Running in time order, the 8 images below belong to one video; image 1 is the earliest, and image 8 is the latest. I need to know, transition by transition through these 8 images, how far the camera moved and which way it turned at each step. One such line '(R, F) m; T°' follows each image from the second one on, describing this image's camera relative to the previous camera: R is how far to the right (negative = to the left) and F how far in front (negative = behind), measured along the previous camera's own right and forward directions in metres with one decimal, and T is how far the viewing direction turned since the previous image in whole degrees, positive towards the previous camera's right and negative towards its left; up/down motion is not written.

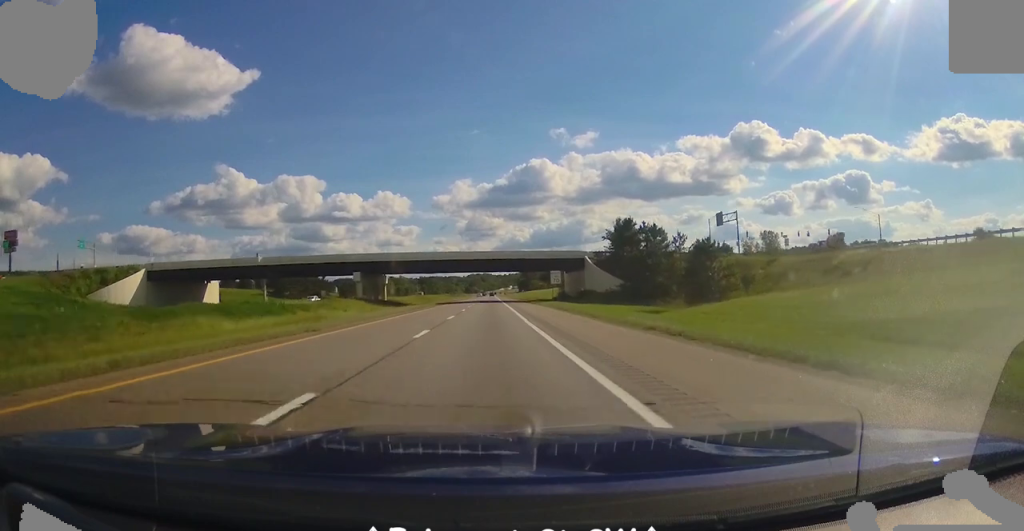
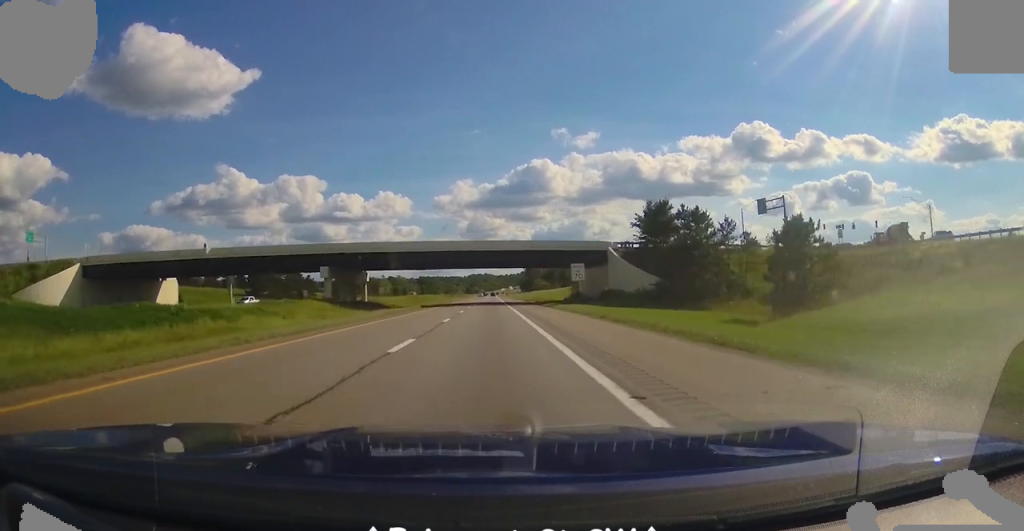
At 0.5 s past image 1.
(0.0, +16.1) m; 0°
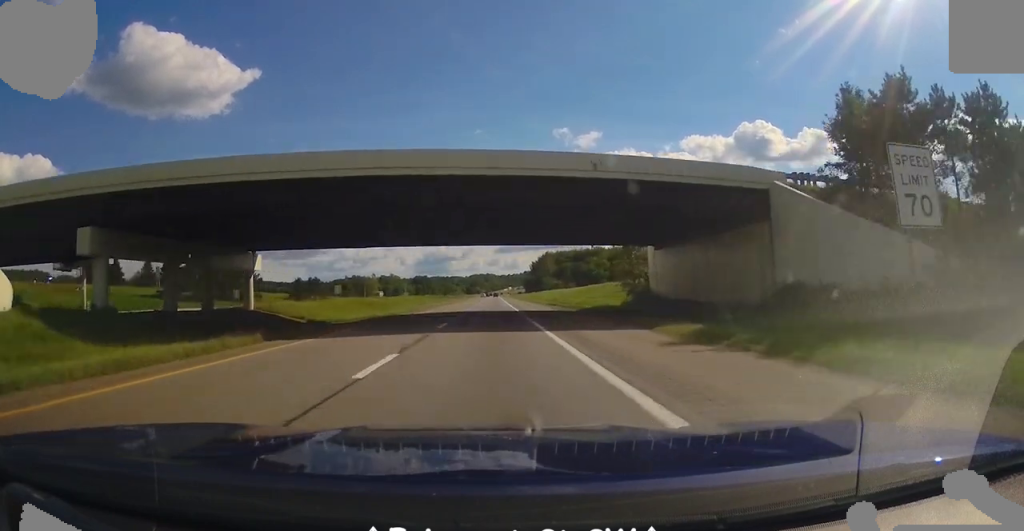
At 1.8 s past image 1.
(0.0, +40.9) m; 0°
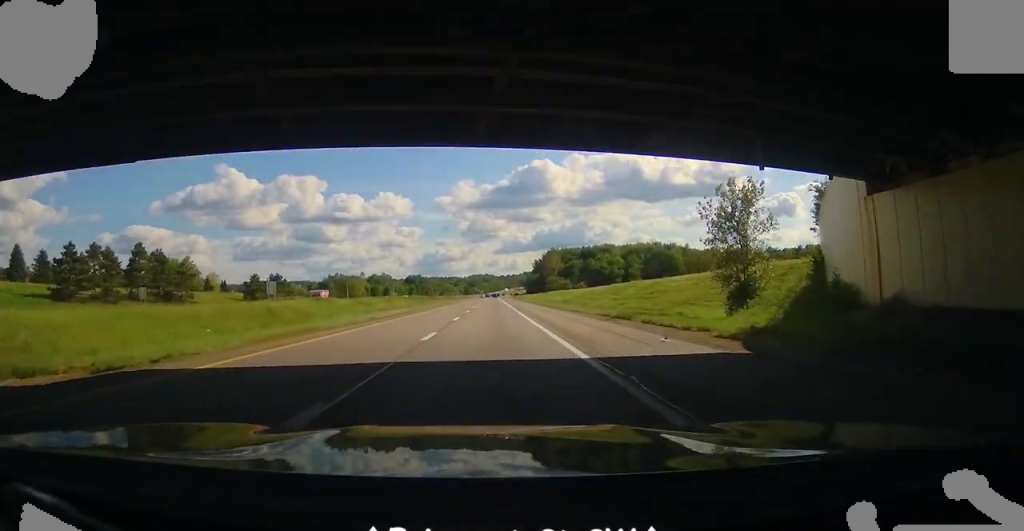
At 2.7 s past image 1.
(0.0, +30.0) m; 0°
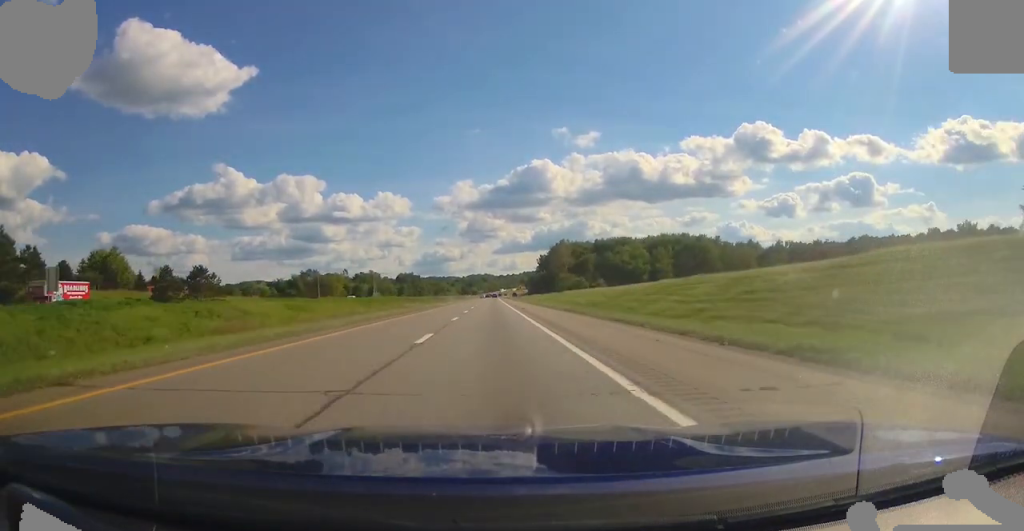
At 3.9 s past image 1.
(-0.1, +38.5) m; 0°
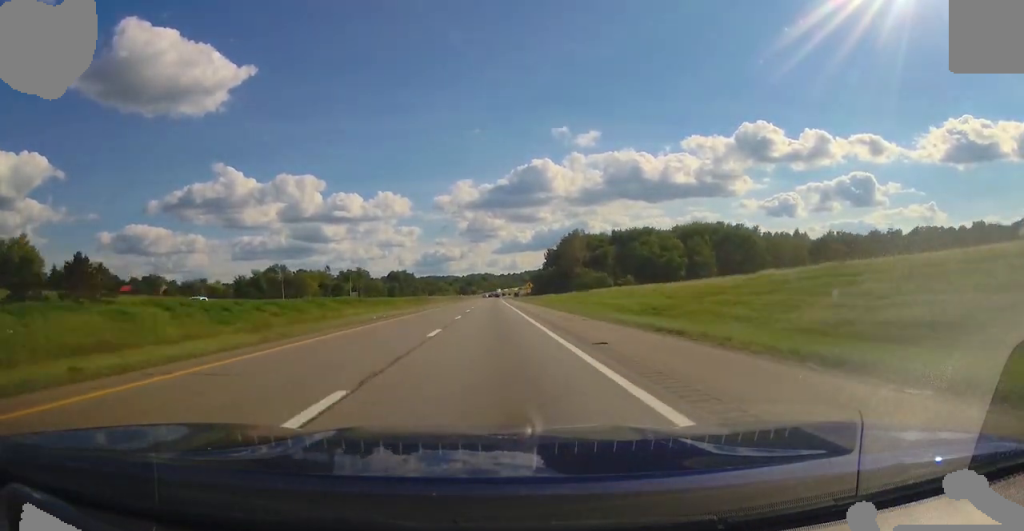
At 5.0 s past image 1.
(+0.1, +35.1) m; 0°
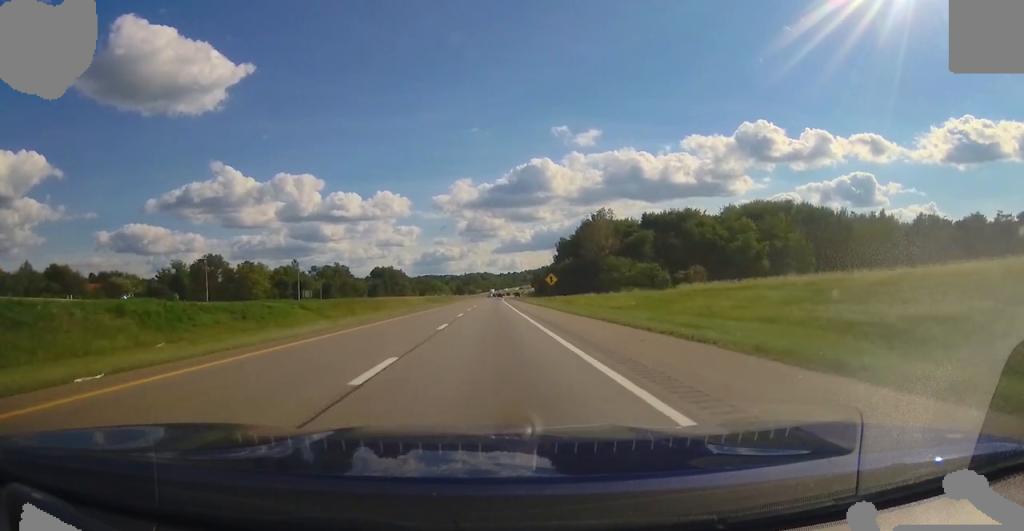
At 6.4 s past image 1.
(+0.1, +45.5) m; -1°
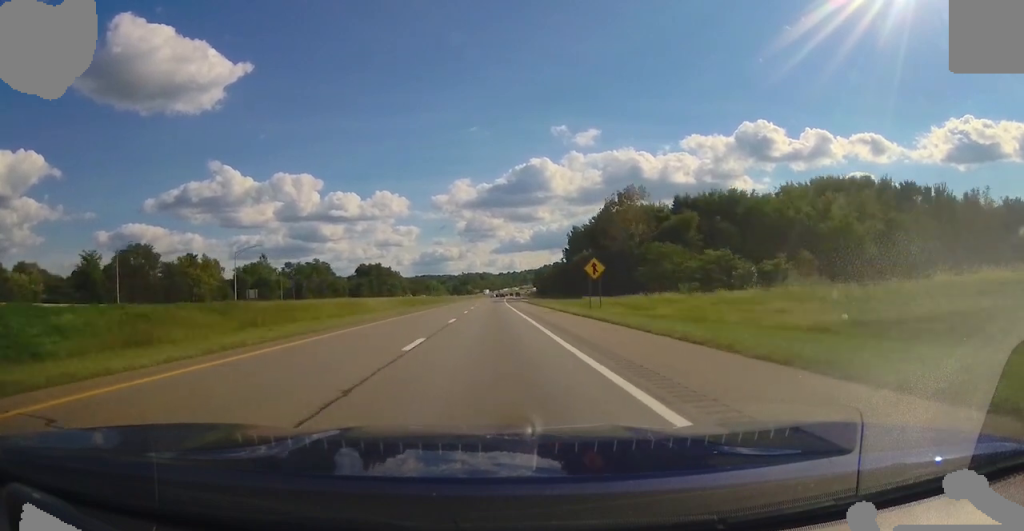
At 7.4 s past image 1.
(-0.4, +31.8) m; 0°
